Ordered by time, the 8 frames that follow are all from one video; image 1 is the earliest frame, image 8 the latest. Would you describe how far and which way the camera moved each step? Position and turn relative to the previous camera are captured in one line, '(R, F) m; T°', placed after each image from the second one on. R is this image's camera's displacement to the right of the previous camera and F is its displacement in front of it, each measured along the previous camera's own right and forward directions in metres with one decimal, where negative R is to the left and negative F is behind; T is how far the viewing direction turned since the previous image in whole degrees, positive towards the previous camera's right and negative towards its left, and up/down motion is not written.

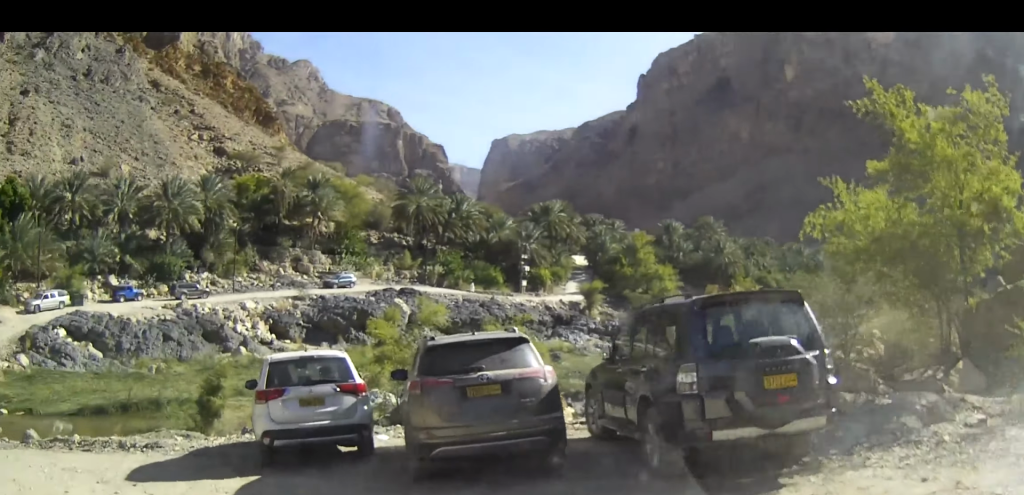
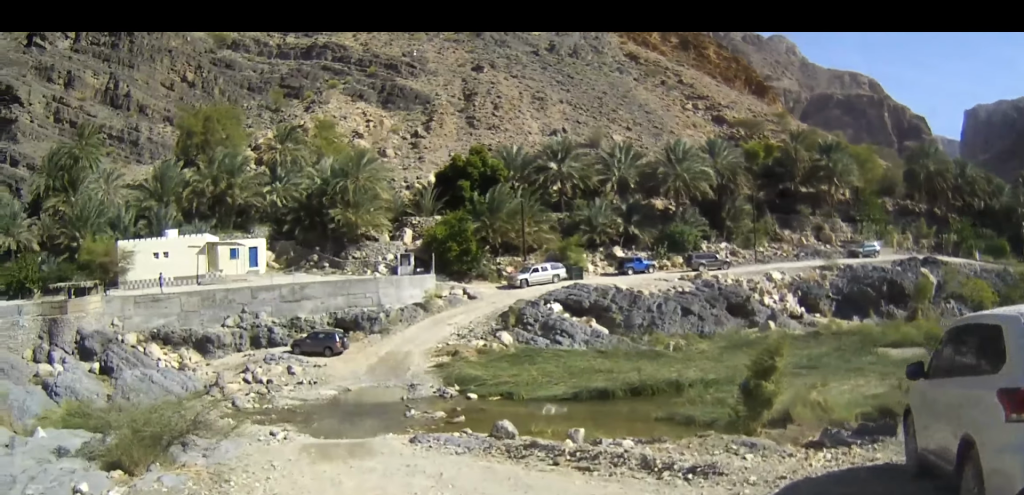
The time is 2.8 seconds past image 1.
(-2.5, +5.3) m; -43°
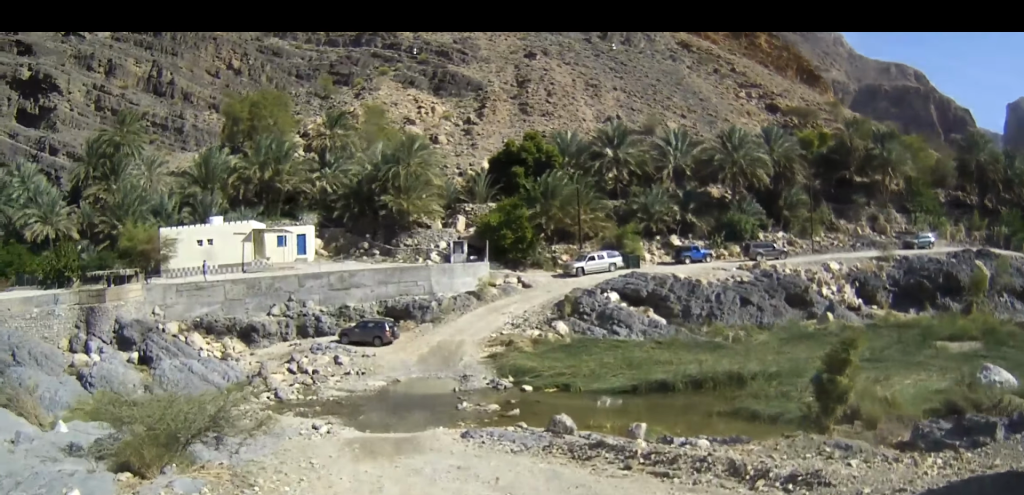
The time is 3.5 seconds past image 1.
(-0.2, +1.7) m; -2°
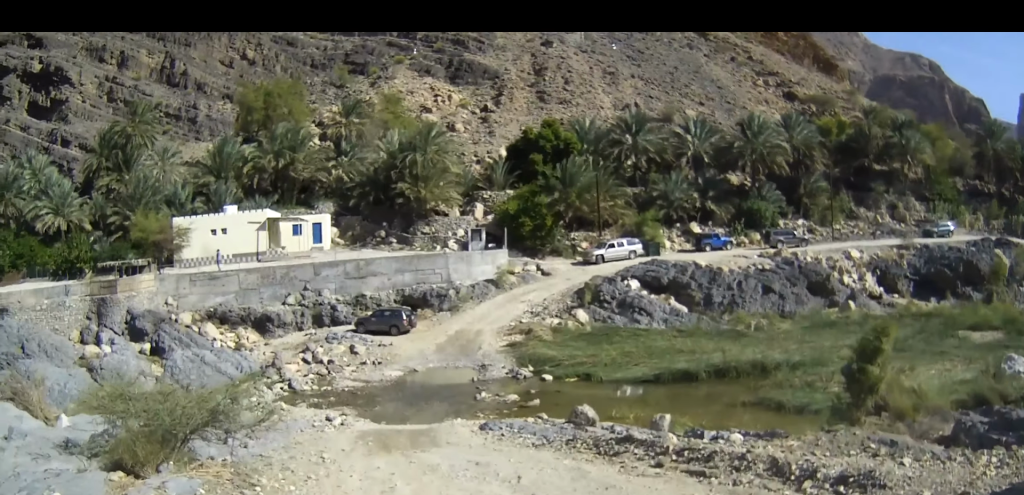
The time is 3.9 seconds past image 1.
(+0.1, +0.8) m; +2°
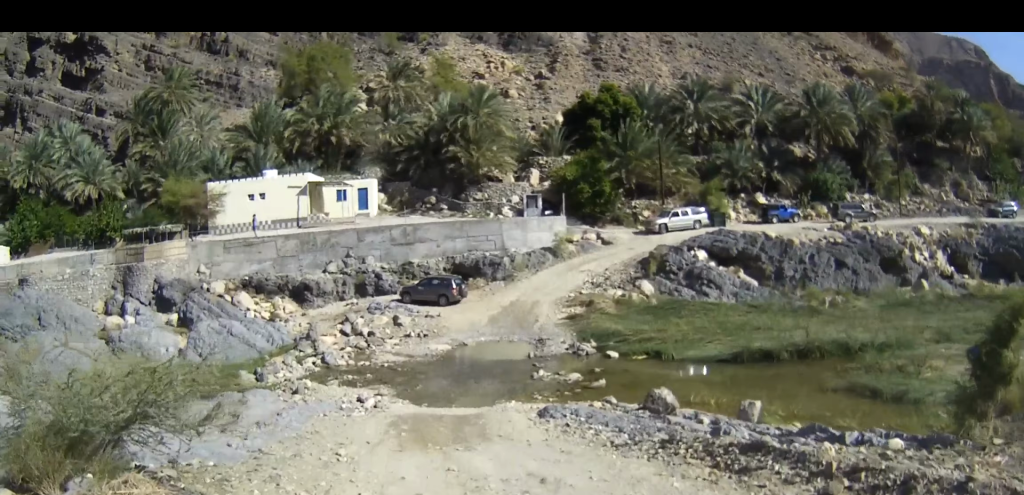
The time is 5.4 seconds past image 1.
(+0.2, +3.1) m; +4°
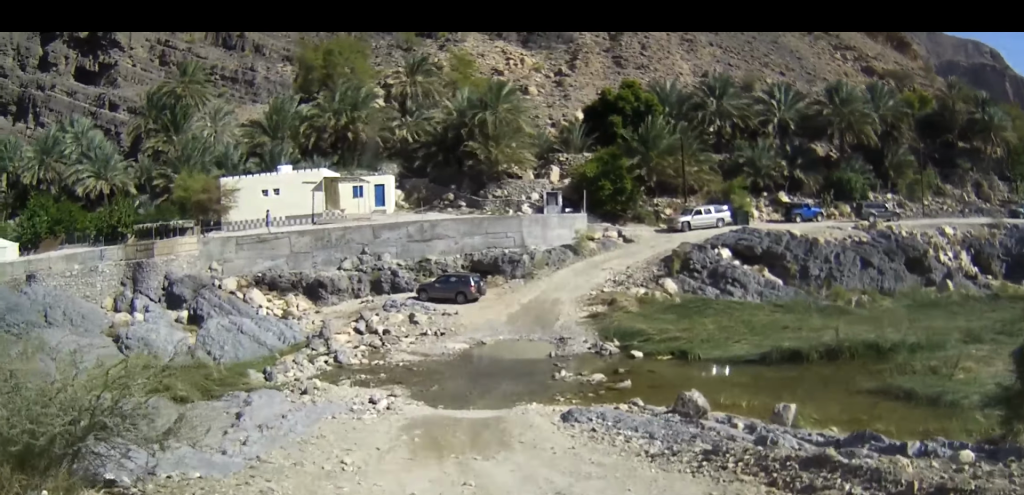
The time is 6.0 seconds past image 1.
(0.0, +1.2) m; -2°
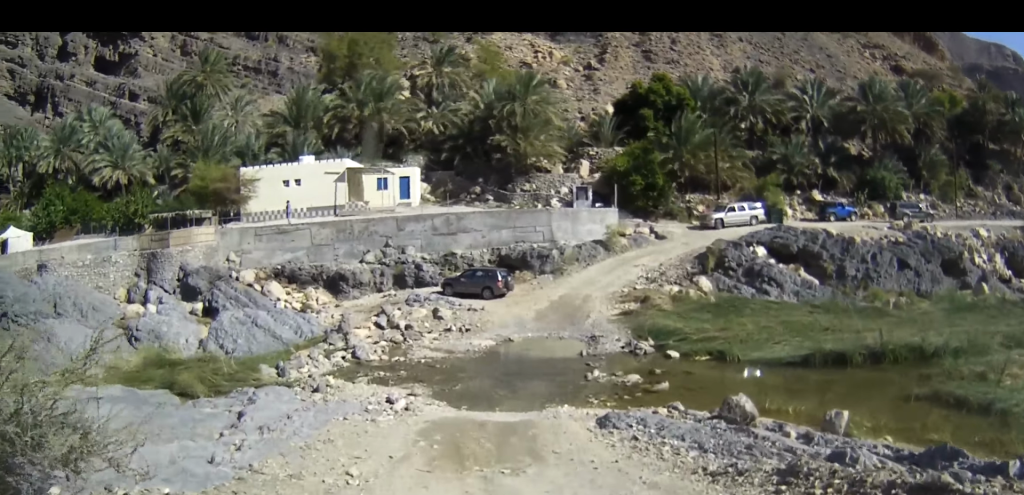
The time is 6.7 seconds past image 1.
(0.0, +1.7) m; -4°
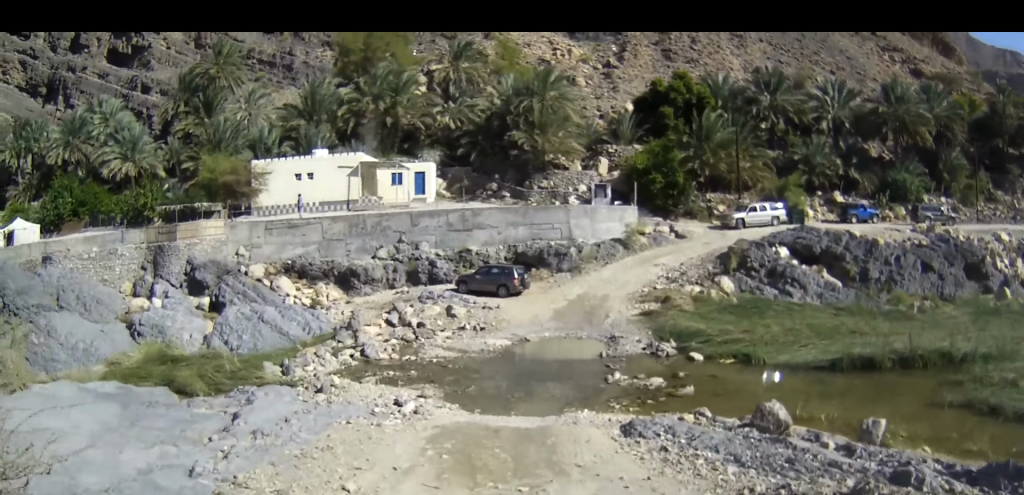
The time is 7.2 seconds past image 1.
(-0.1, +1.3) m; -3°
